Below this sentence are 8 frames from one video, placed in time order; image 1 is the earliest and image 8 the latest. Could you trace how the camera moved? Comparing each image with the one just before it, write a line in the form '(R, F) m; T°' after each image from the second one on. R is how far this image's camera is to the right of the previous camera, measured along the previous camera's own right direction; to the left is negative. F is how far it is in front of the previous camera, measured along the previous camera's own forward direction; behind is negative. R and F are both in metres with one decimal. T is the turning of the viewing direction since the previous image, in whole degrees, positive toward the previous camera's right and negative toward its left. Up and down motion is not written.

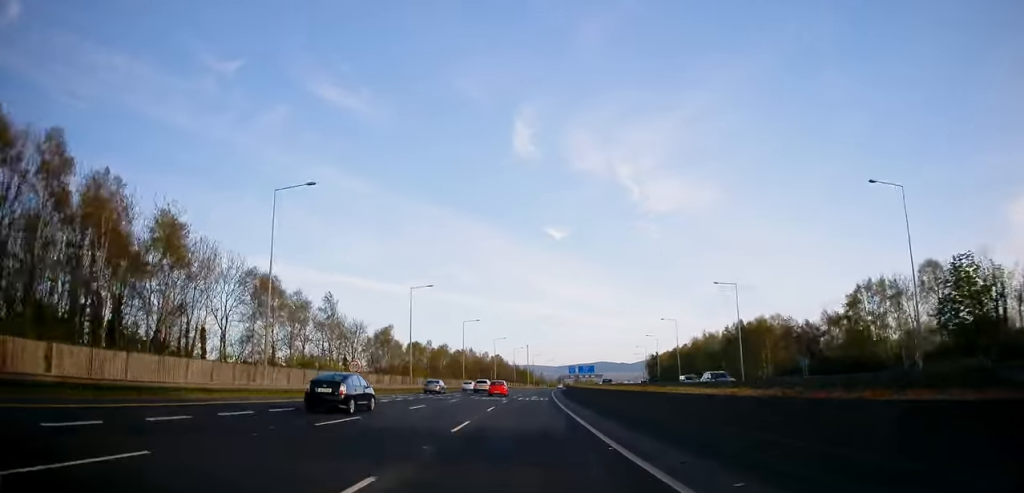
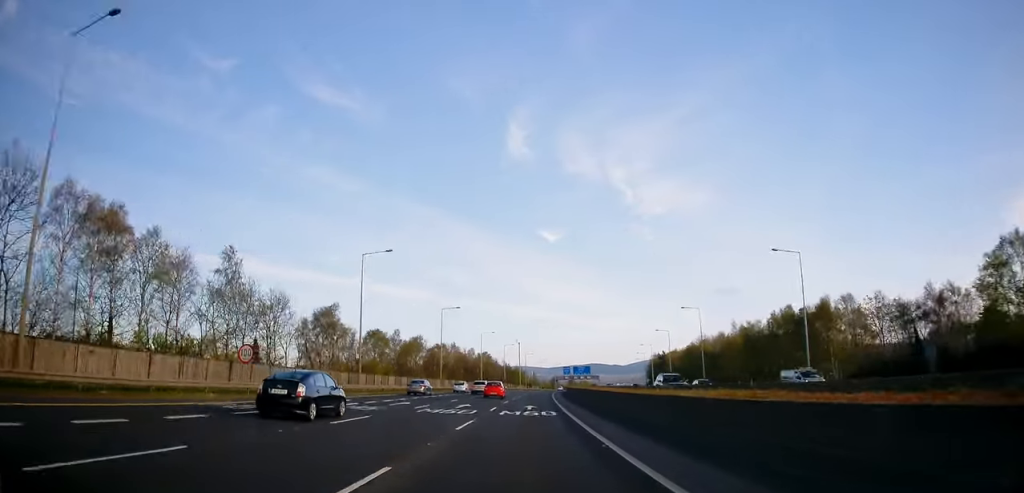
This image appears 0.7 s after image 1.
(+0.4, +22.7) m; +1°
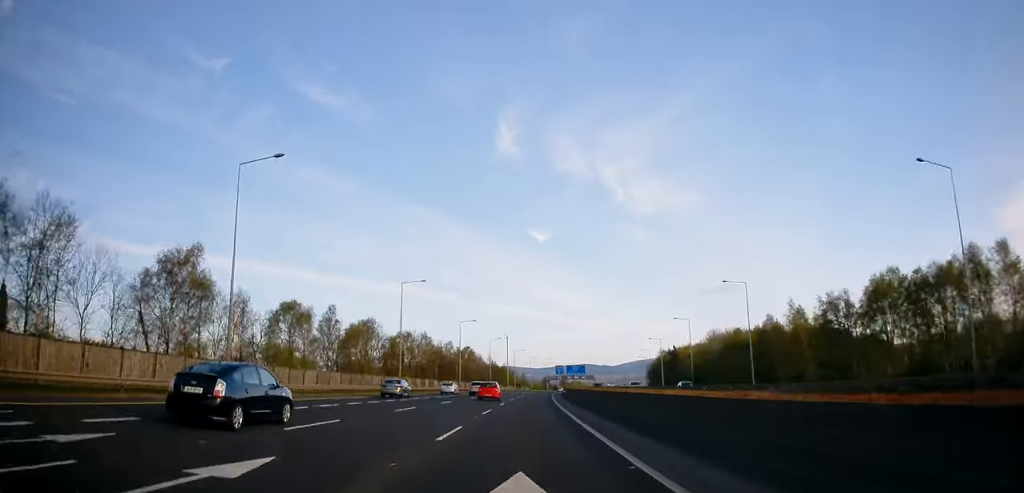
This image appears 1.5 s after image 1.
(+0.2, +26.6) m; +1°
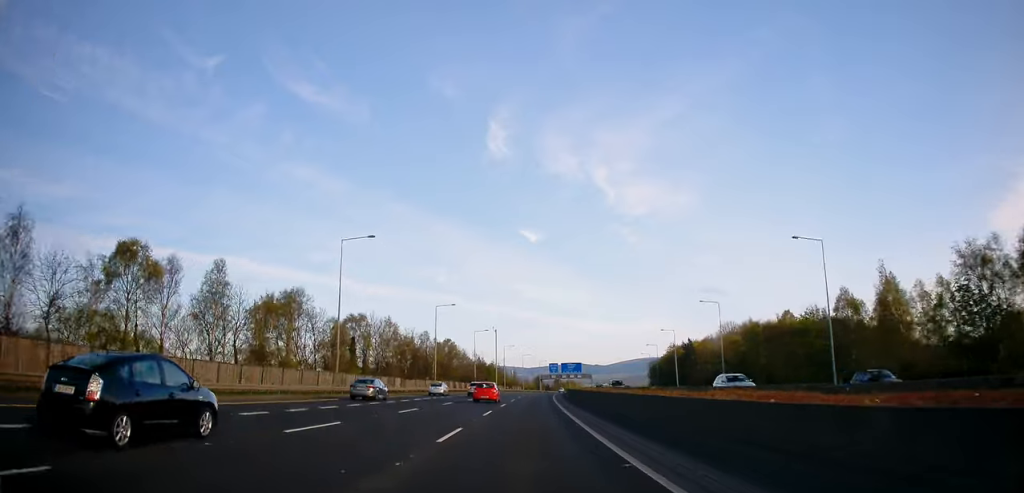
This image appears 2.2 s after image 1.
(+0.1, +22.6) m; +1°
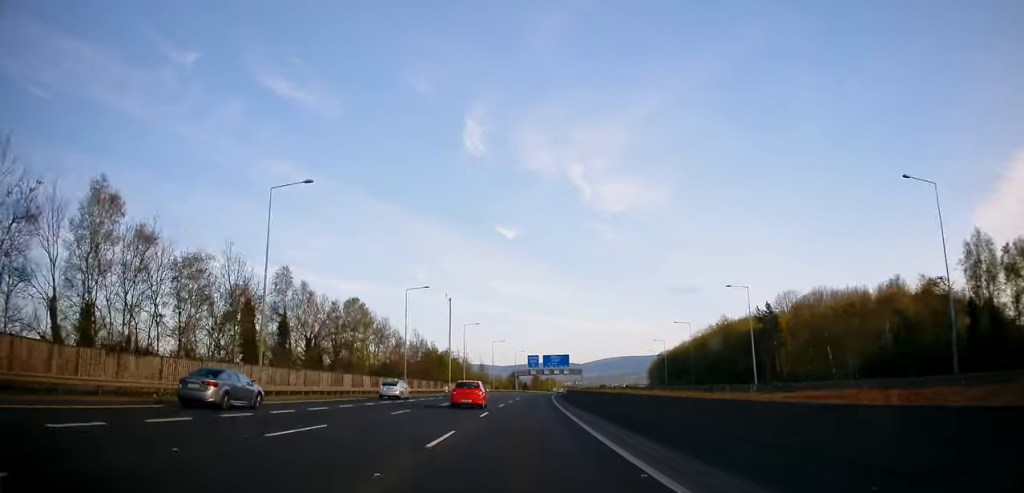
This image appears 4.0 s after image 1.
(+0.9, +59.3) m; +2°
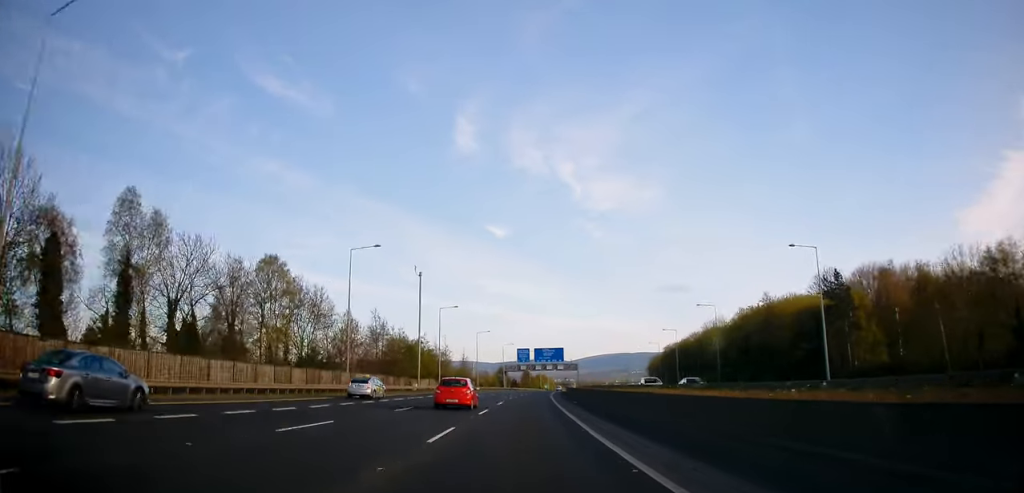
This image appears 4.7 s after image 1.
(+0.4, +23.4) m; +1°
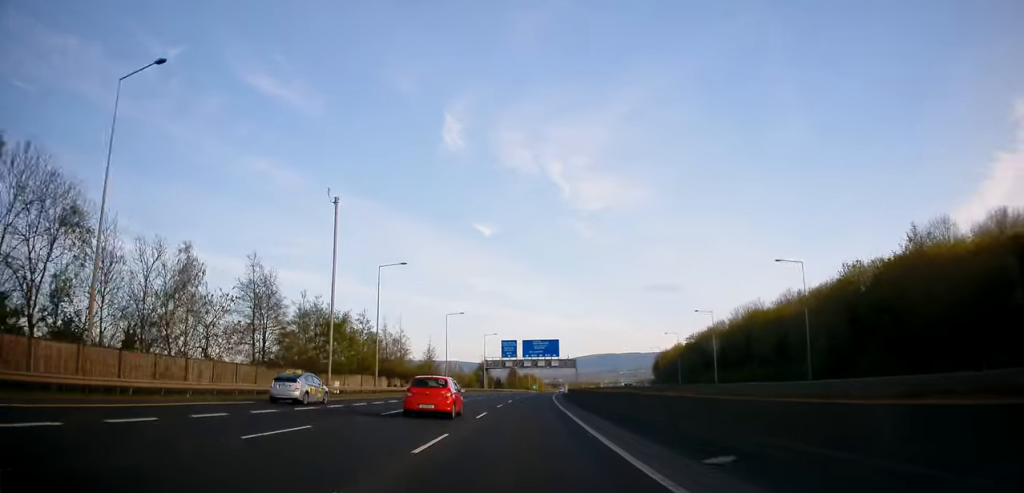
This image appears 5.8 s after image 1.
(+0.4, +36.4) m; +1°
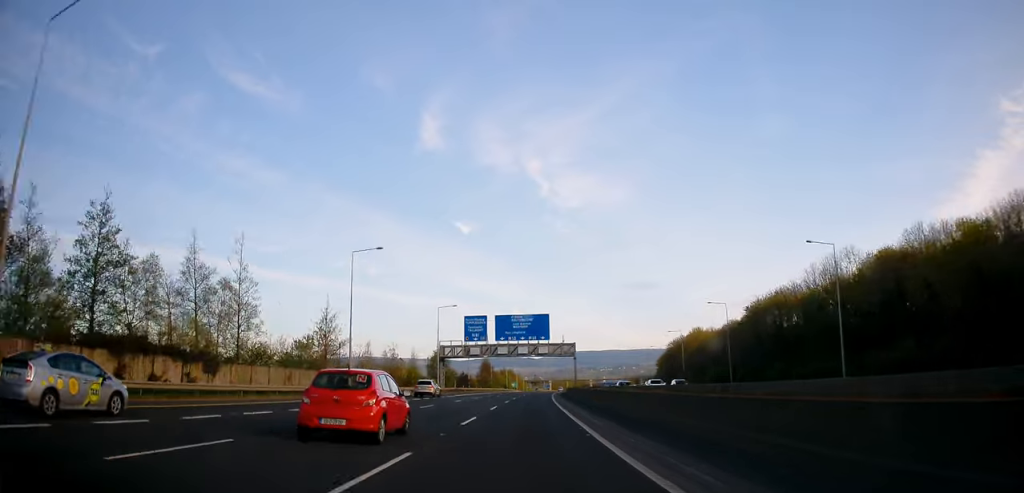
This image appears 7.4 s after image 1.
(+0.5, +50.4) m; +2°
